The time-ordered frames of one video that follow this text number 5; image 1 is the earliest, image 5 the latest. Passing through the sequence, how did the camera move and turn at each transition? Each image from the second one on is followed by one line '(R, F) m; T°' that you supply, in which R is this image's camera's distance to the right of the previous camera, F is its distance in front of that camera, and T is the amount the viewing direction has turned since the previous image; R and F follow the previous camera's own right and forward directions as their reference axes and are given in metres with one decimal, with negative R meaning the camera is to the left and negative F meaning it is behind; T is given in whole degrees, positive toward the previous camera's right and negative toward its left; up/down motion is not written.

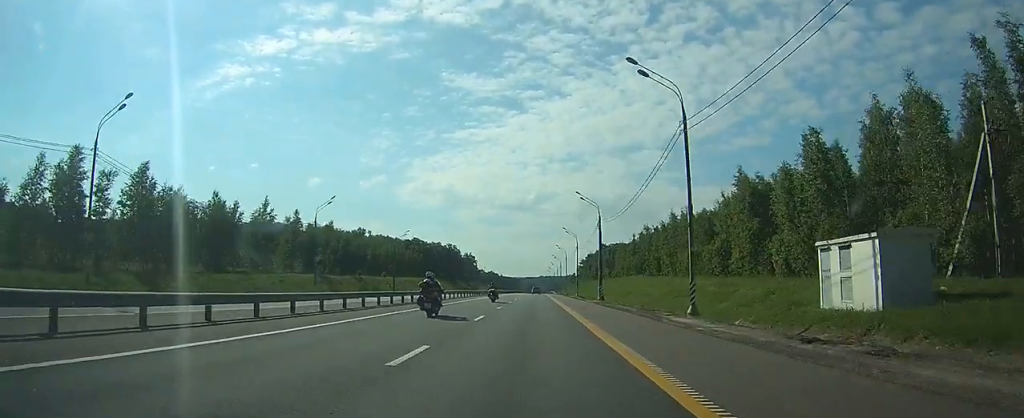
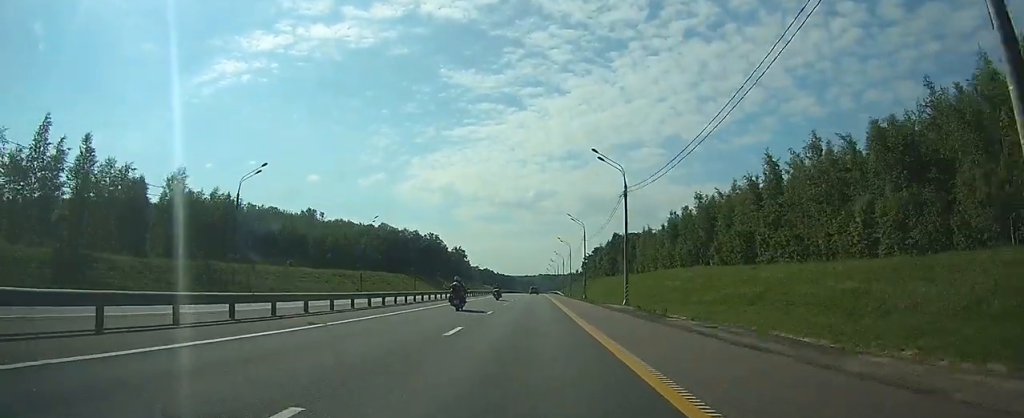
(0.0, +55.2) m; 0°
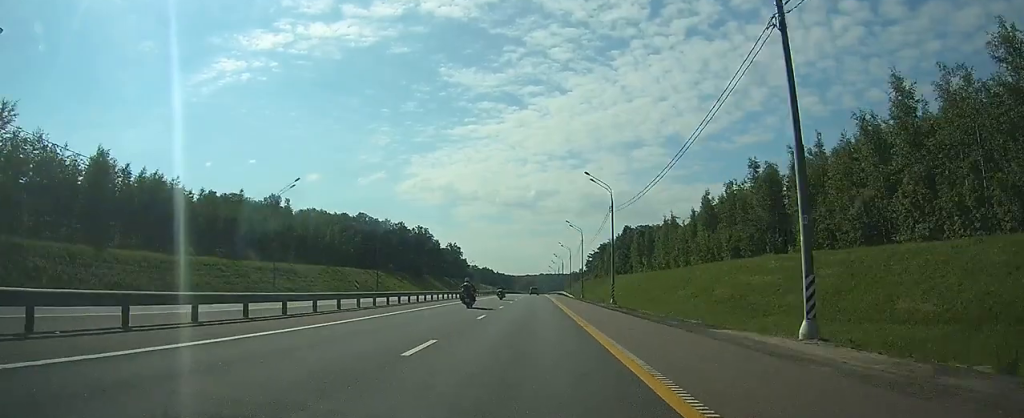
(0.0, +28.8) m; 0°
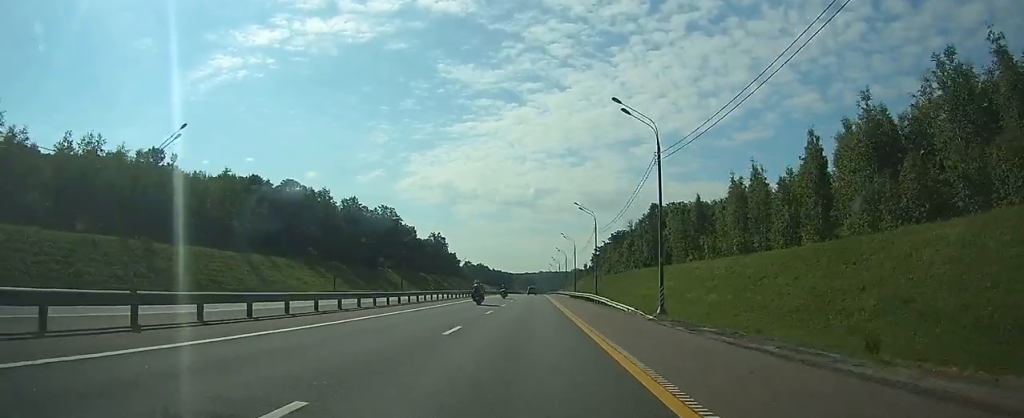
(0.0, +55.9) m; 0°
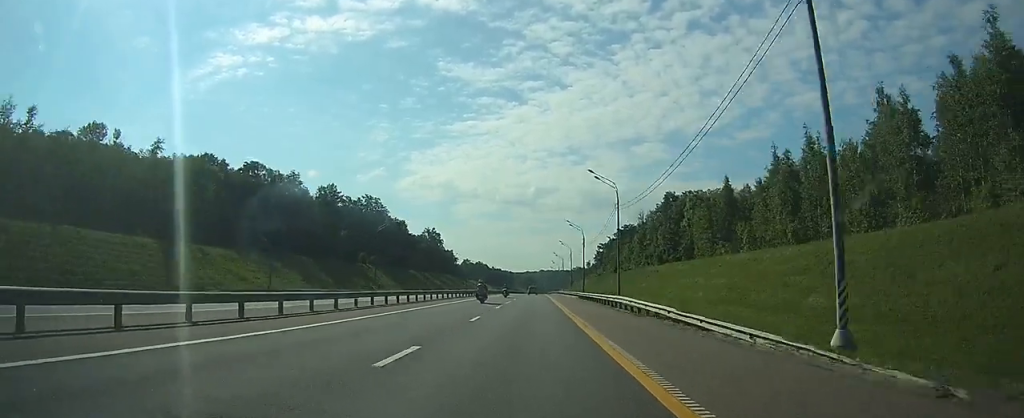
(0.0, +18.4) m; 0°
